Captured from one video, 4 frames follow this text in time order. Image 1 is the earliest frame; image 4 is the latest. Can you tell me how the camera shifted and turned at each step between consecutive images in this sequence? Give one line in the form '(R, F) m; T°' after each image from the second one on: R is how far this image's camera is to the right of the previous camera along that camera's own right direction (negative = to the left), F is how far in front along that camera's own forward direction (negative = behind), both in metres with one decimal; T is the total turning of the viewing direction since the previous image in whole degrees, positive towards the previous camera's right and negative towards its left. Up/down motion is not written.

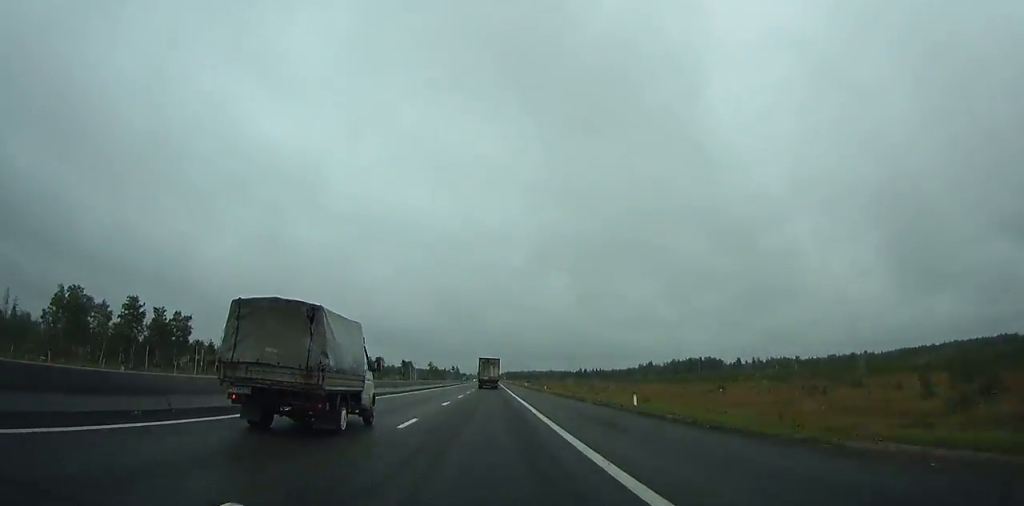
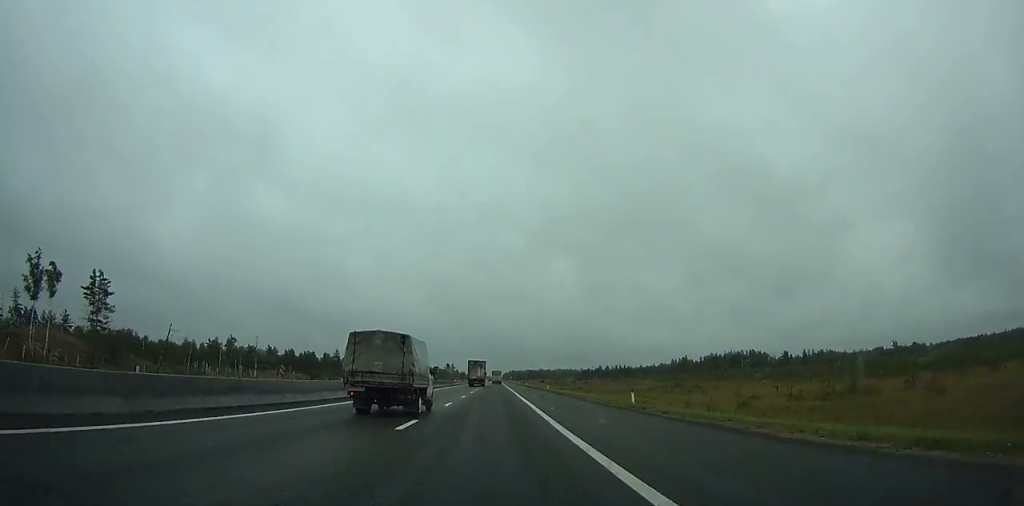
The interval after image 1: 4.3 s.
(+0.3, +94.4) m; +1°
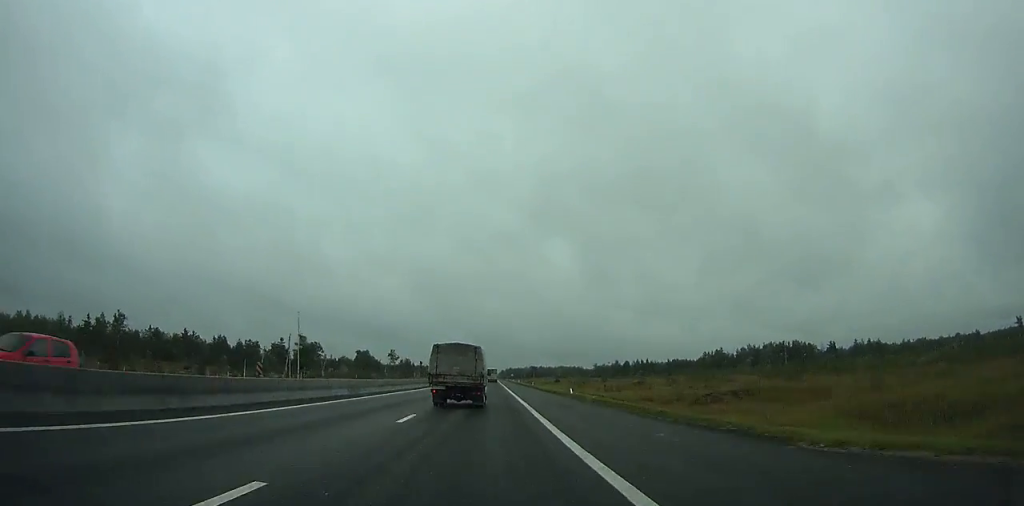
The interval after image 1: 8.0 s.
(-0.6, +74.0) m; -1°
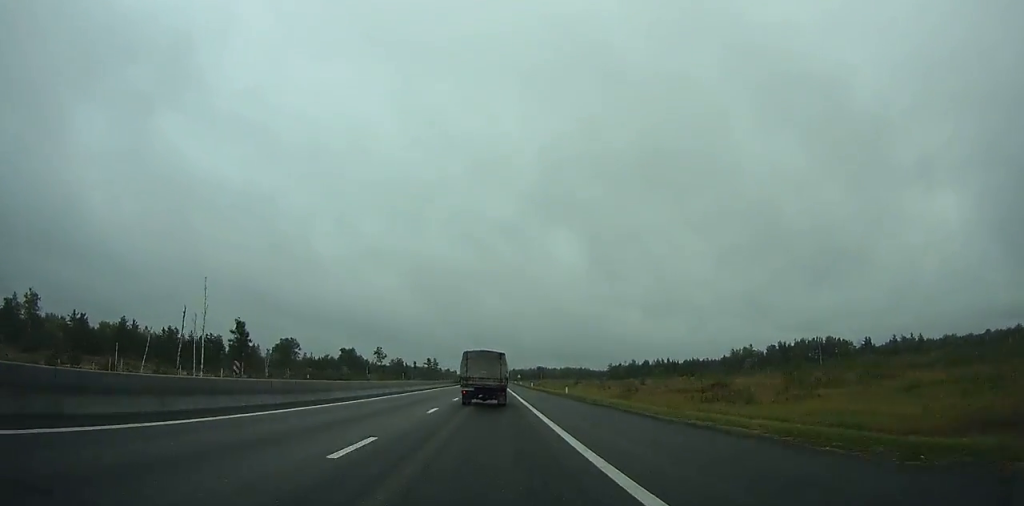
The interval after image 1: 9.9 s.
(+0.3, +37.0) m; 0°
